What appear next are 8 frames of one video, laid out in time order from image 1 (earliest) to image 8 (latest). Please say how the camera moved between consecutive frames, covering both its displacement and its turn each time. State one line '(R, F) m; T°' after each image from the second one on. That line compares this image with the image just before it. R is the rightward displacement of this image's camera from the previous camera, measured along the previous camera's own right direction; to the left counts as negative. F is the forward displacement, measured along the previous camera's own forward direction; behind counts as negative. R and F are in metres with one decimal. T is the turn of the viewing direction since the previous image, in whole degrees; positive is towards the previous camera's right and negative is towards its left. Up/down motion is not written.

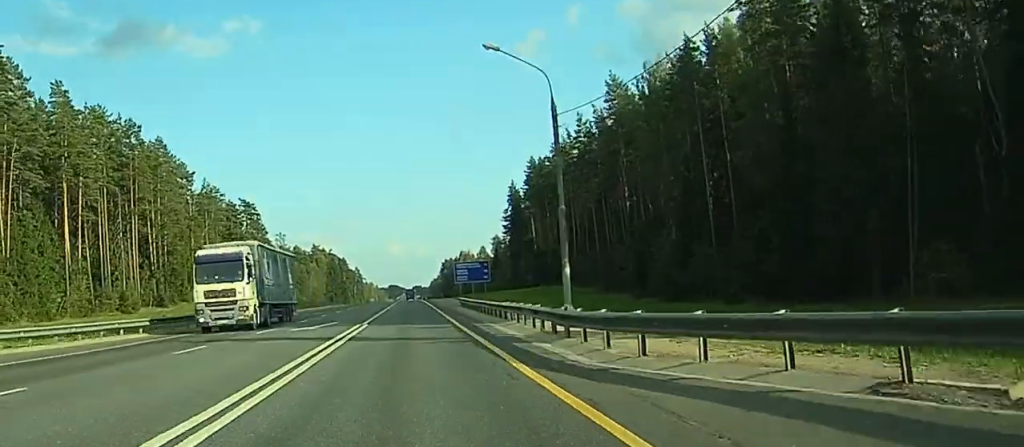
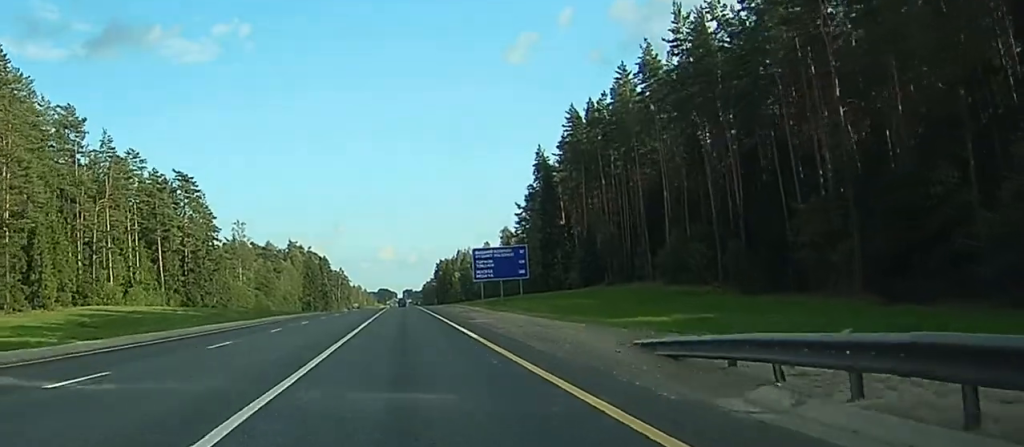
(+0.1, +55.5) m; +1°
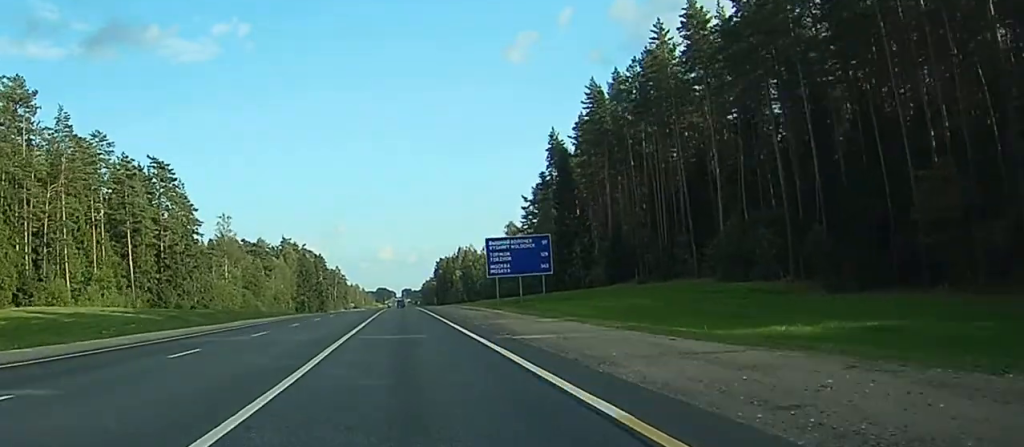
(0.0, +15.9) m; 0°
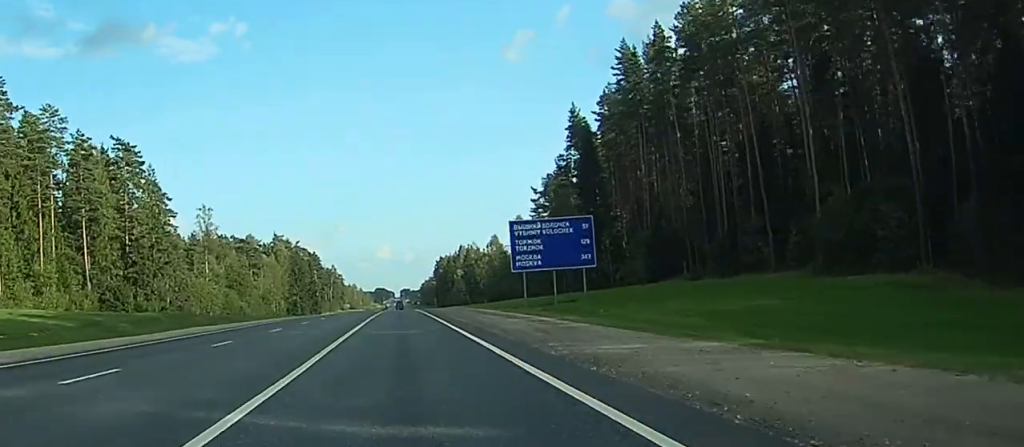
(0.0, +18.3) m; 0°
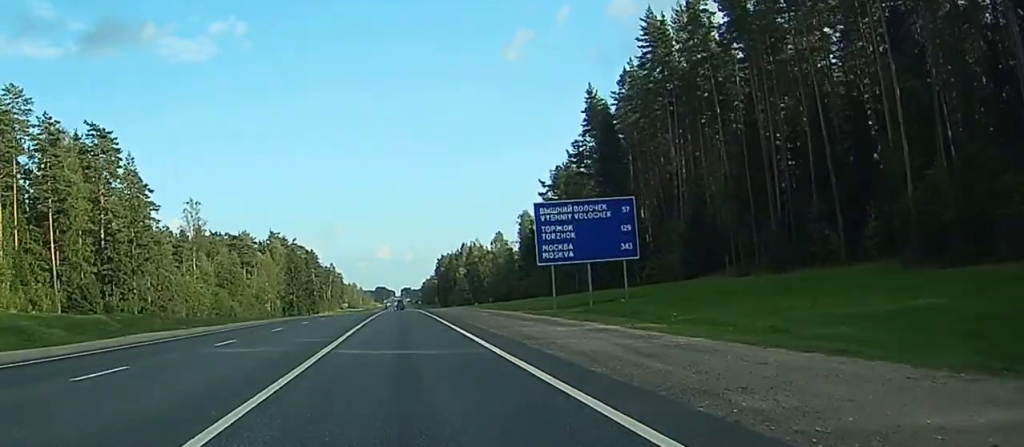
(0.0, +11.2) m; 0°
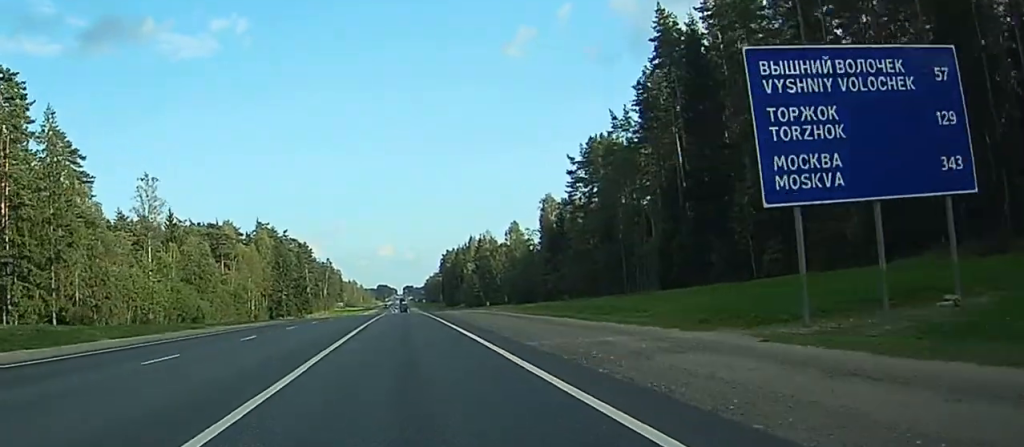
(-0.1, +31.3) m; -1°
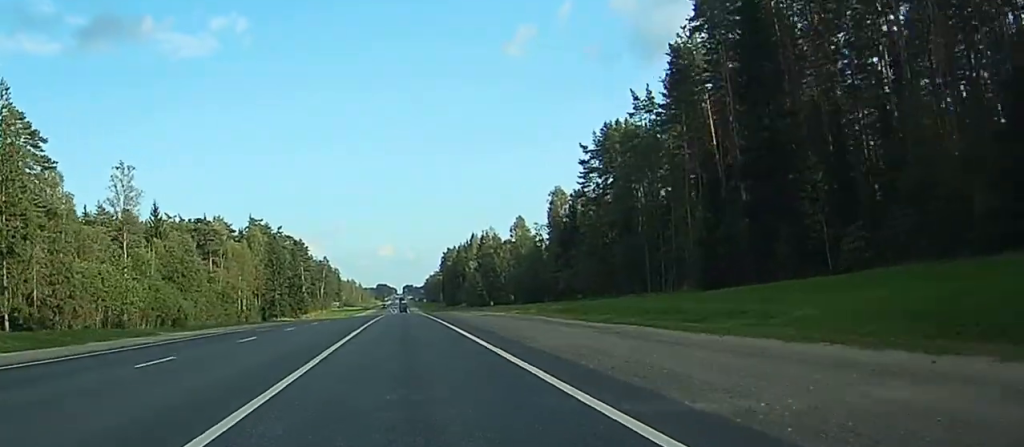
(0.0, +12.1) m; 0°
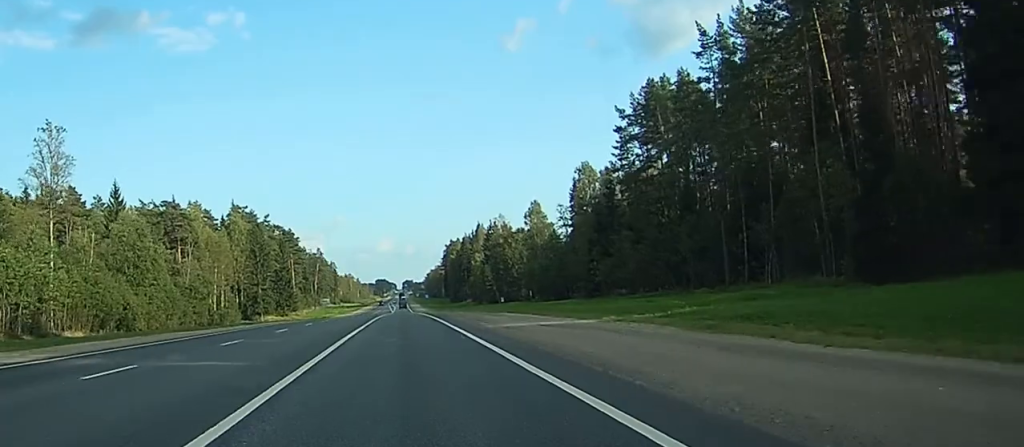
(0.0, +26.8) m; 0°
